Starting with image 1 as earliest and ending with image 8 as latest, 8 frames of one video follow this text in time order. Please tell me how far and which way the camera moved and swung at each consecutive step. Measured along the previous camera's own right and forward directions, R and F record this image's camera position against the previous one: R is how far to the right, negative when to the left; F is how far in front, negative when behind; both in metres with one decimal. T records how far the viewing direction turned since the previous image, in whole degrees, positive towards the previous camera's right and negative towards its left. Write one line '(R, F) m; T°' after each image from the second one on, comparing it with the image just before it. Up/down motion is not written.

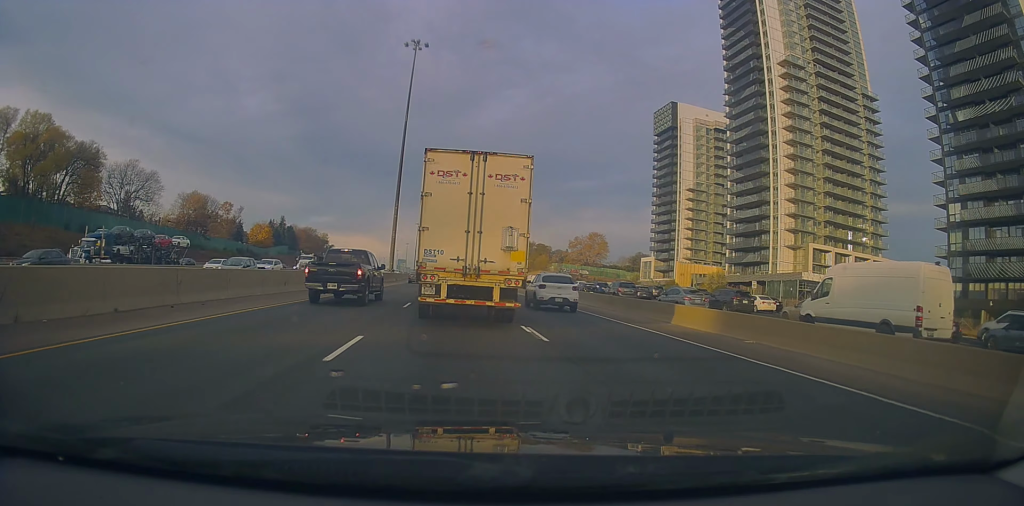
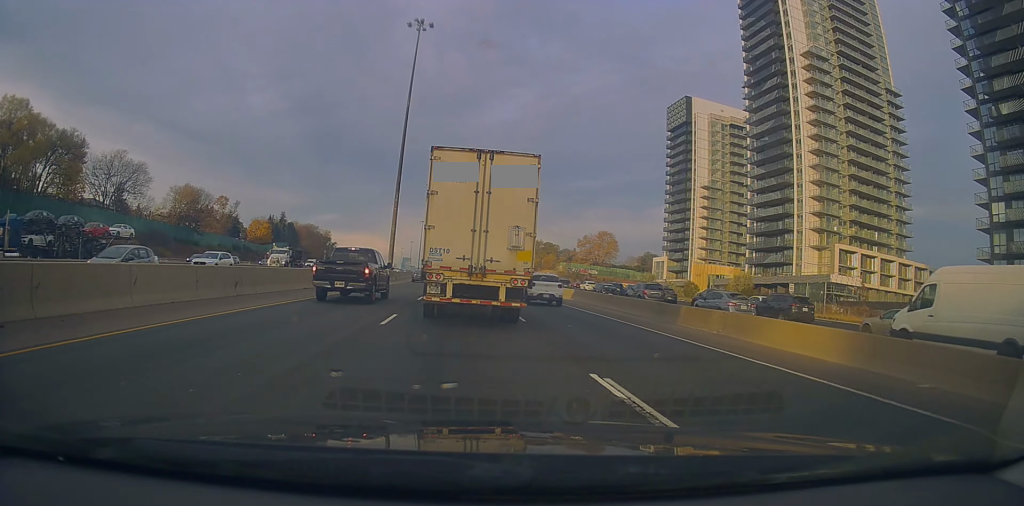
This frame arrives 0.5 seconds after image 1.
(0.0, +7.0) m; 0°
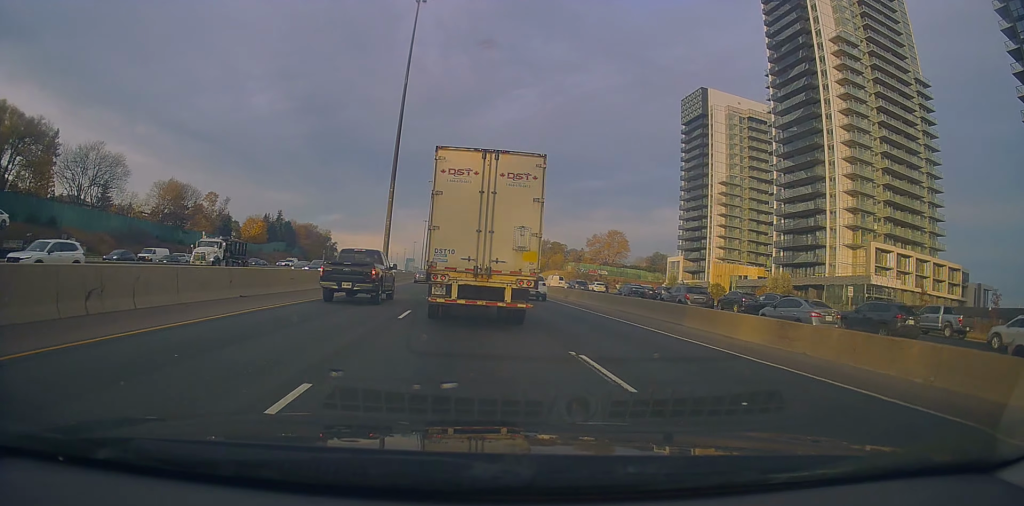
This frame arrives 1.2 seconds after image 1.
(0.0, +10.3) m; -2°
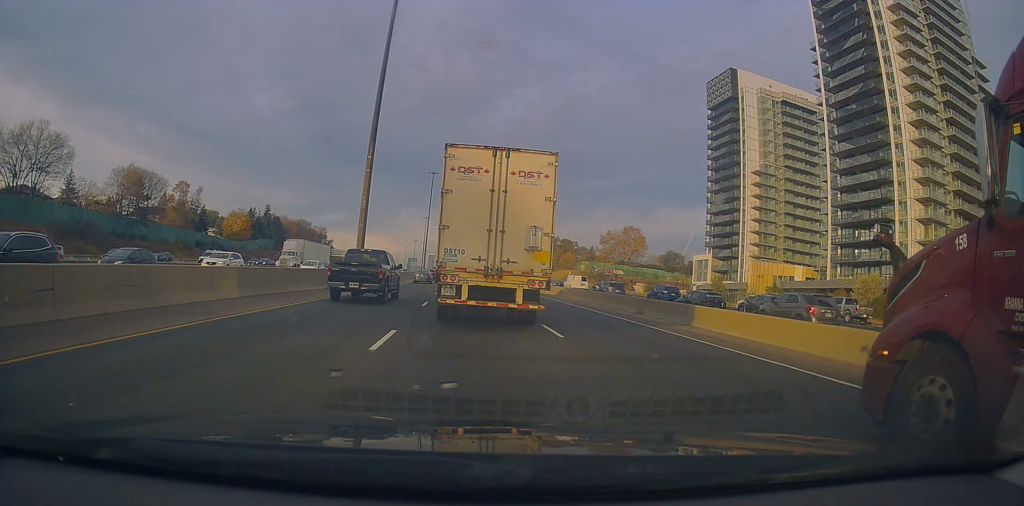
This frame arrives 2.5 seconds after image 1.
(-0.6, +18.0) m; -1°
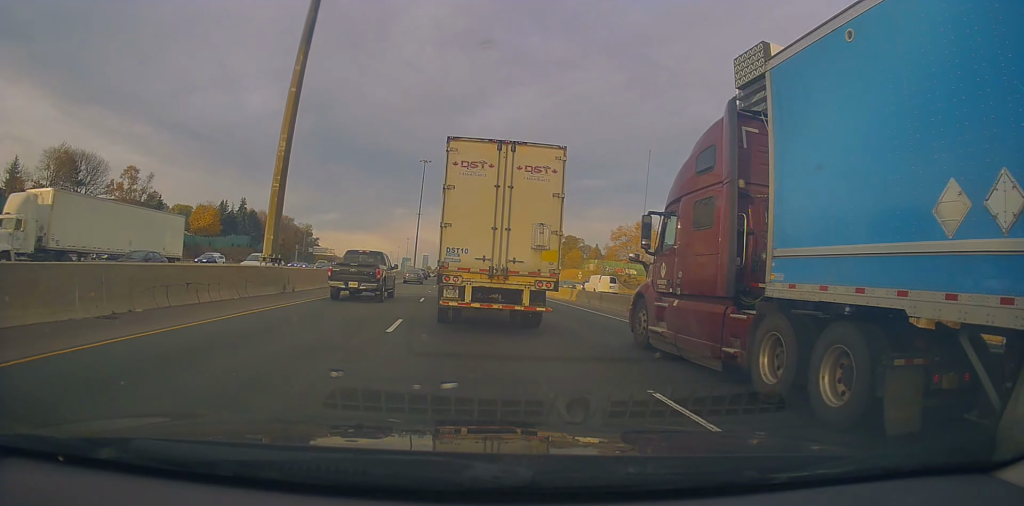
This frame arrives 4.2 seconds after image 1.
(+0.7, +21.4) m; 0°
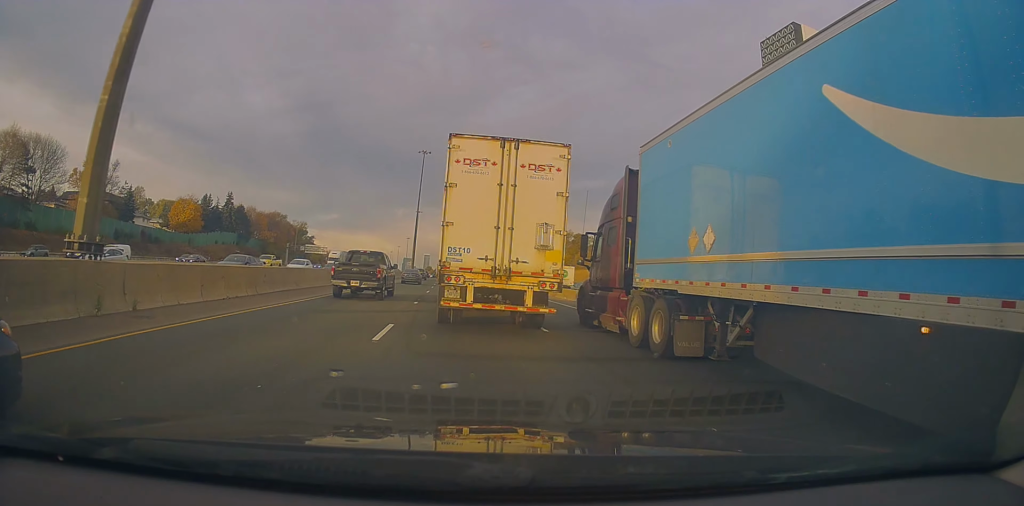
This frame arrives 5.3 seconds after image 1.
(-0.5, +13.5) m; +1°
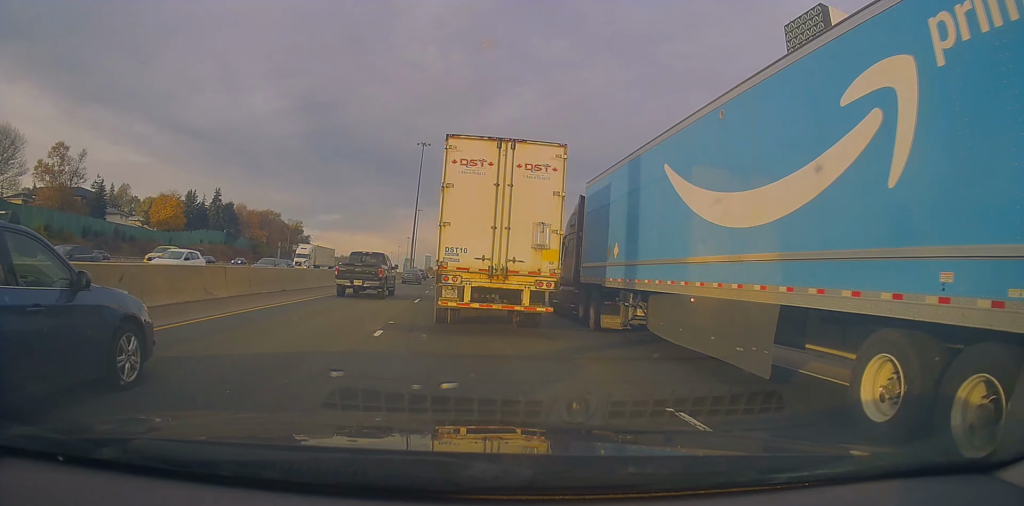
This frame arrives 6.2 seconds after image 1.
(+0.7, +11.2) m; 0°
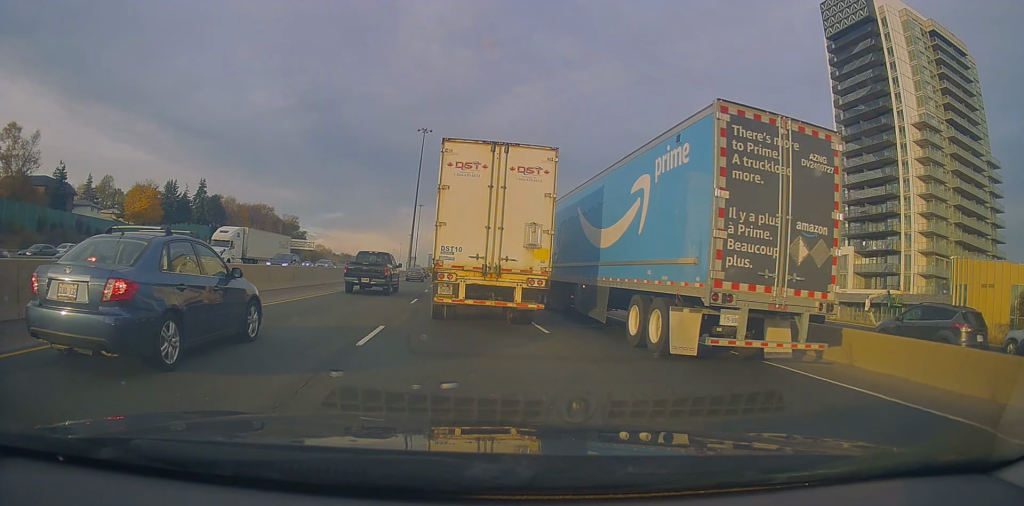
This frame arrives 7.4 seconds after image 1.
(-0.8, +14.2) m; -3°
